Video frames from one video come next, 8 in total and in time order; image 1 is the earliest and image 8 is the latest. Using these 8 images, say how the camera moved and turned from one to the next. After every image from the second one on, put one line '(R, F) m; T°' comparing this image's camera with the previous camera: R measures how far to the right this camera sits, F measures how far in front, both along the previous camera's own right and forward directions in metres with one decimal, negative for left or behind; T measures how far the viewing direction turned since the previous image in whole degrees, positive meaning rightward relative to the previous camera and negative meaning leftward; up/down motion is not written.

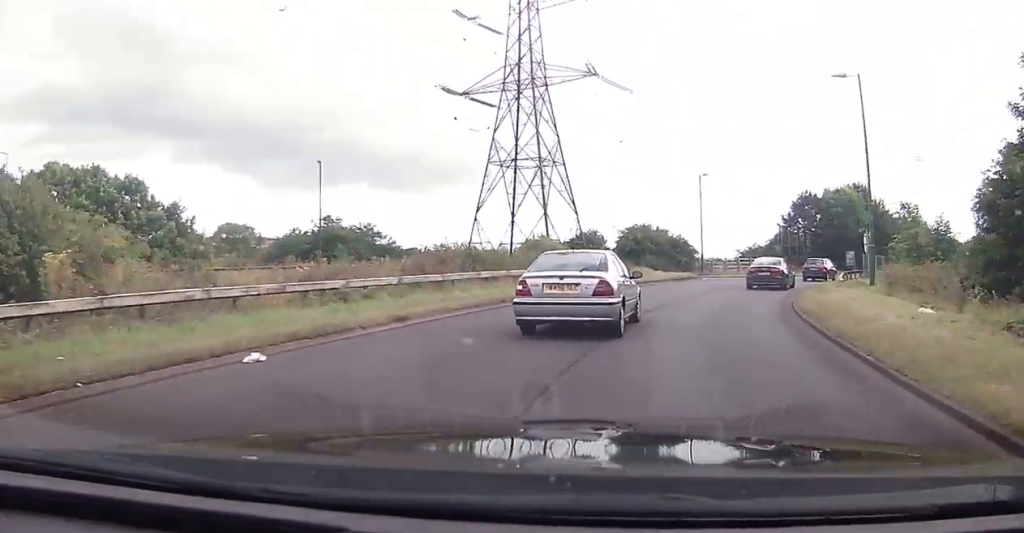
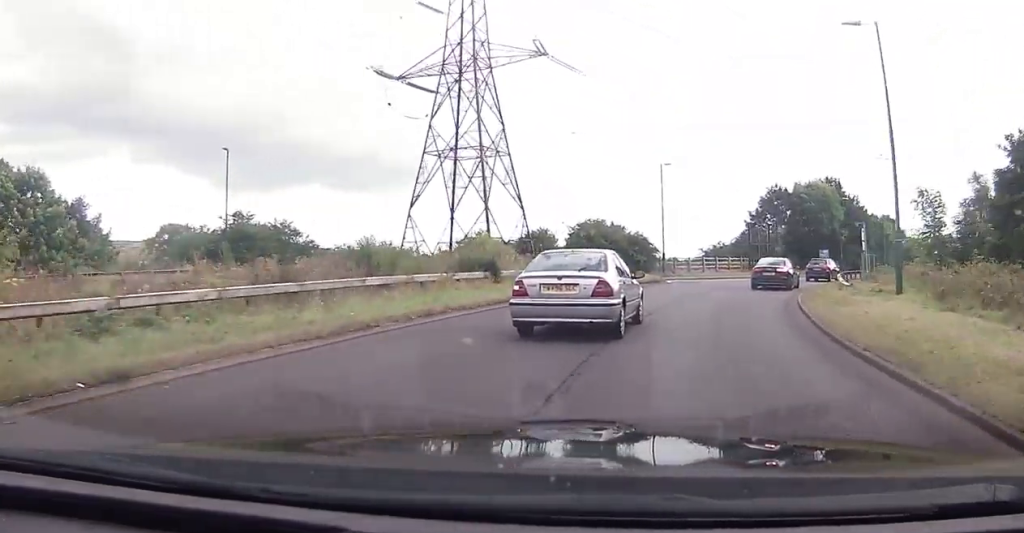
(+0.2, +6.5) m; +3°
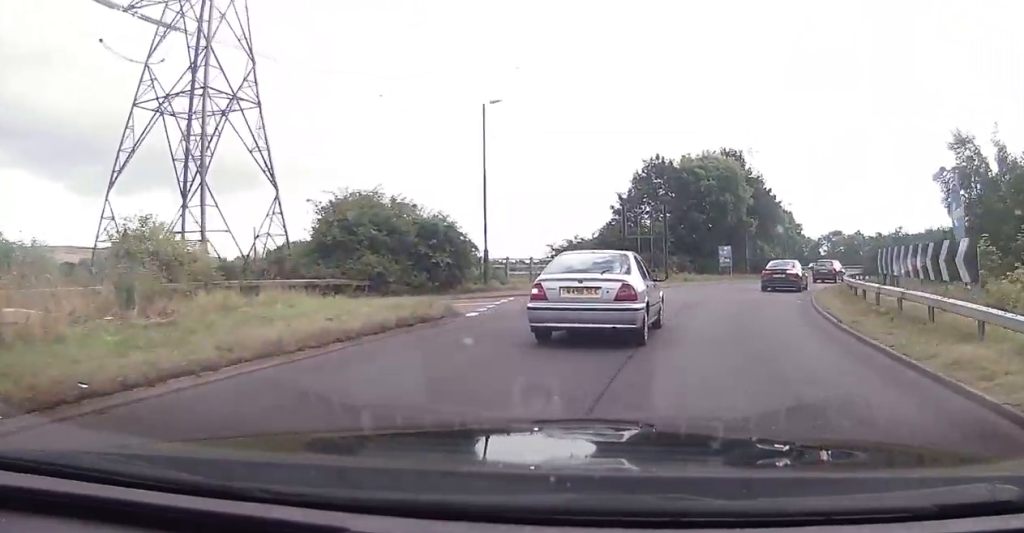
(+1.9, +20.9) m; +13°
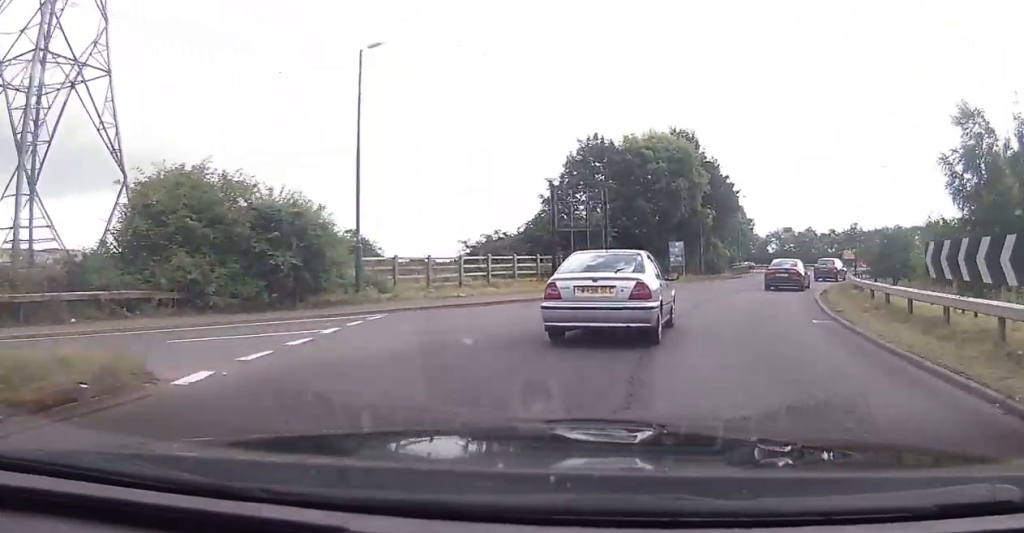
(+0.7, +8.4) m; +8°
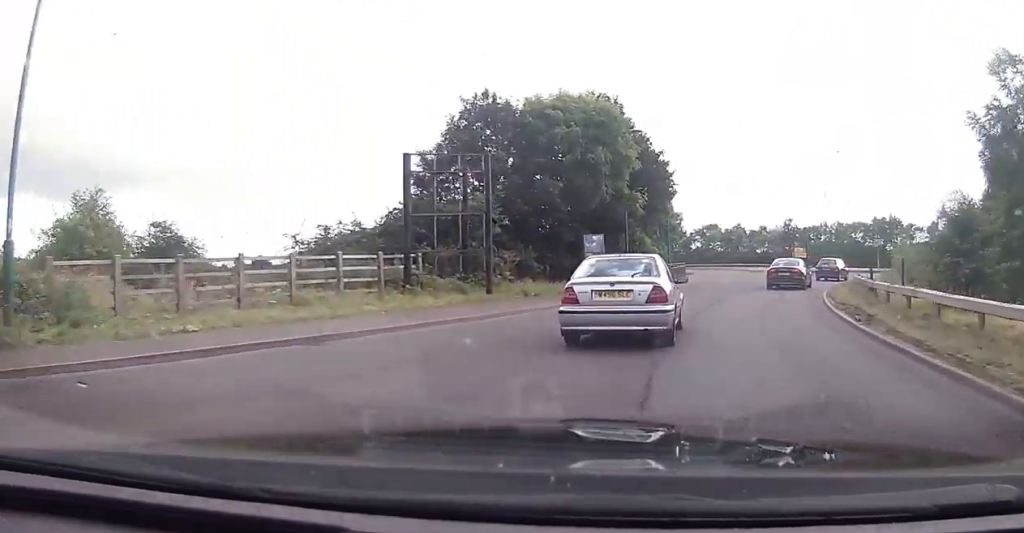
(+1.1, +11.5) m; +9°
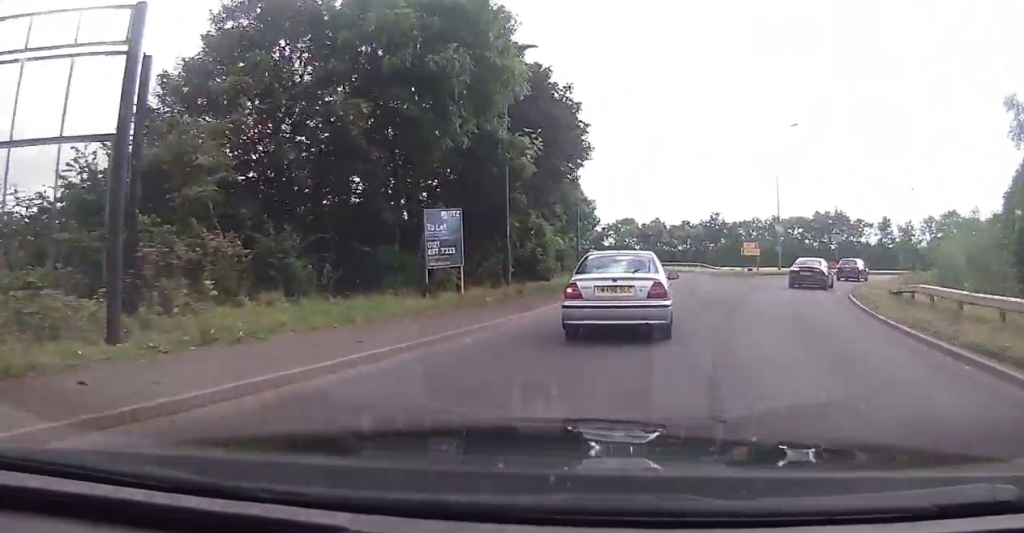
(+1.4, +14.5) m; +6°
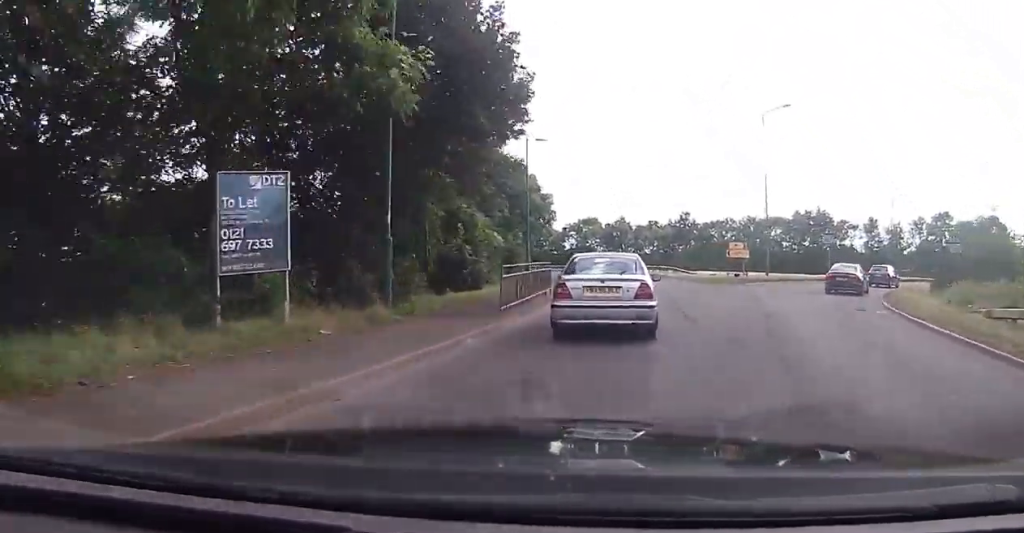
(0.0, +8.5) m; 0°
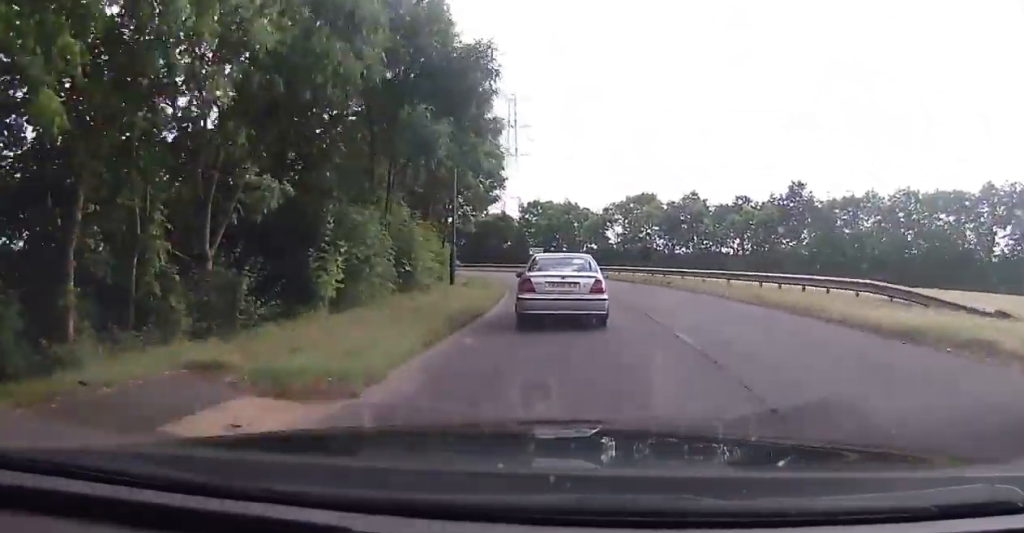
(-3.2, +41.6) m; -7°
